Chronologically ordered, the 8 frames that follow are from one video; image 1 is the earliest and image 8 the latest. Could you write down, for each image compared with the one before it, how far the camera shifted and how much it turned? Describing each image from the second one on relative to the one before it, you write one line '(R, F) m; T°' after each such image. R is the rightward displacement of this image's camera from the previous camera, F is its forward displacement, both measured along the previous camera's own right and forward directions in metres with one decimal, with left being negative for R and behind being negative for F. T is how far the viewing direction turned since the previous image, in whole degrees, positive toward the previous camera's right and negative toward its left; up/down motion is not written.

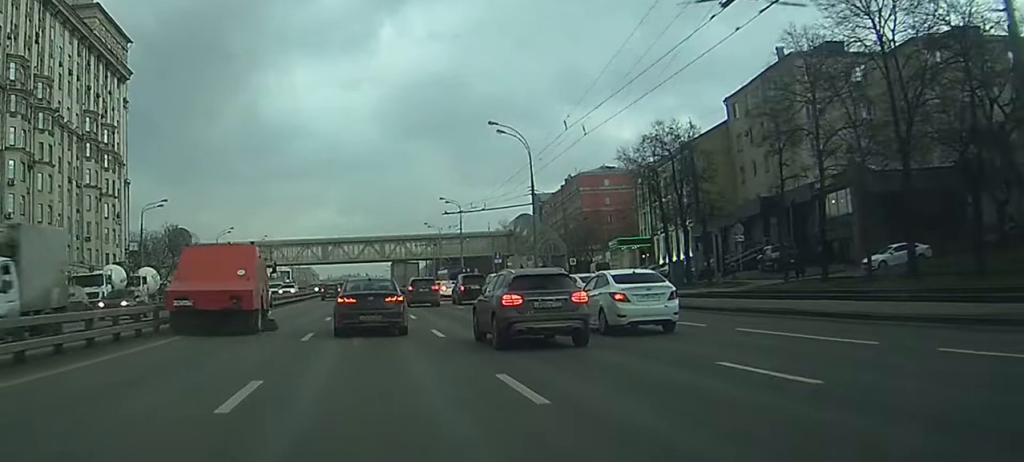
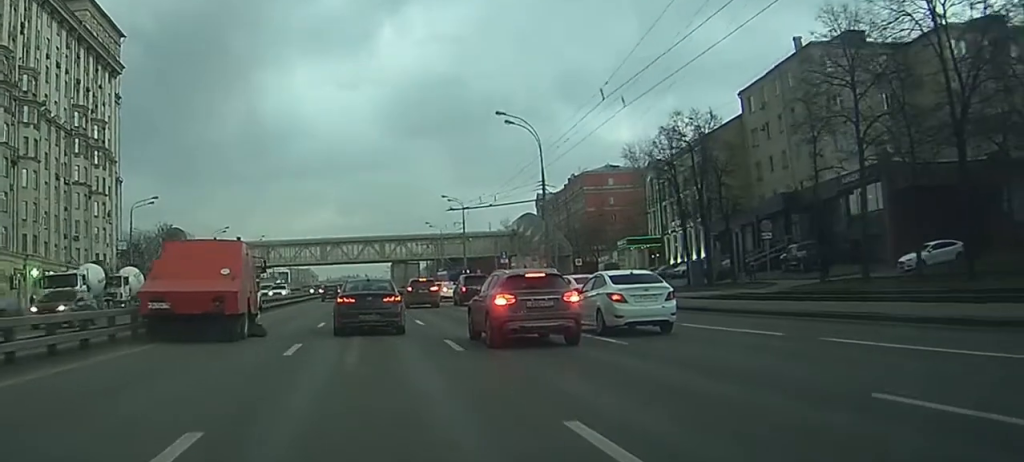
(+0.1, +4.3) m; 0°
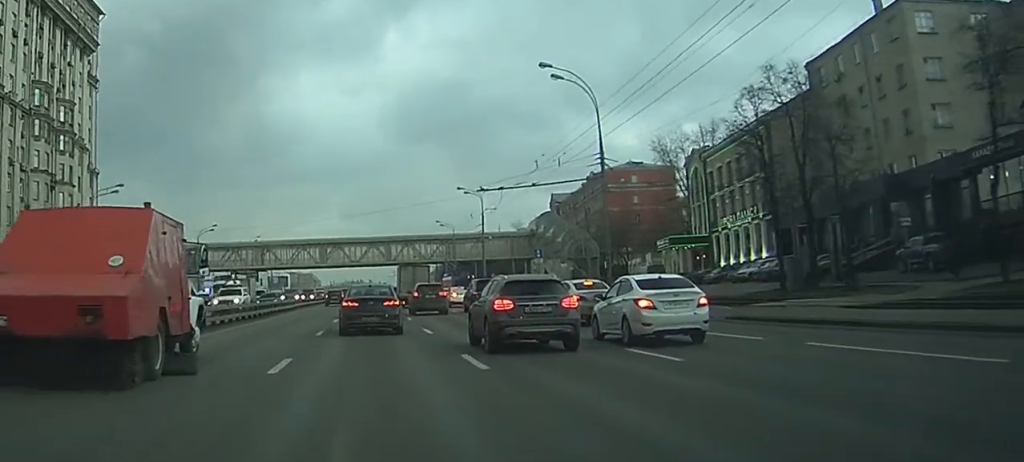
(-0.3, +15.1) m; -2°
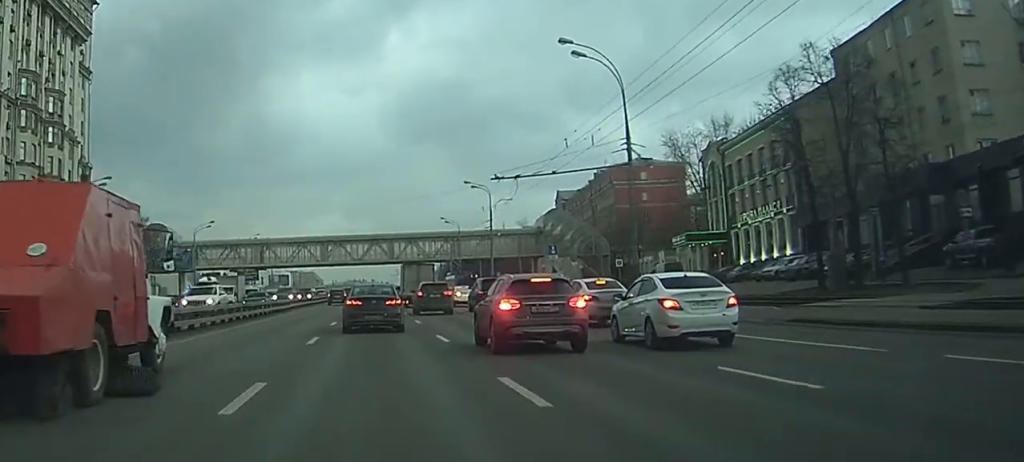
(0.0, +4.5) m; 0°
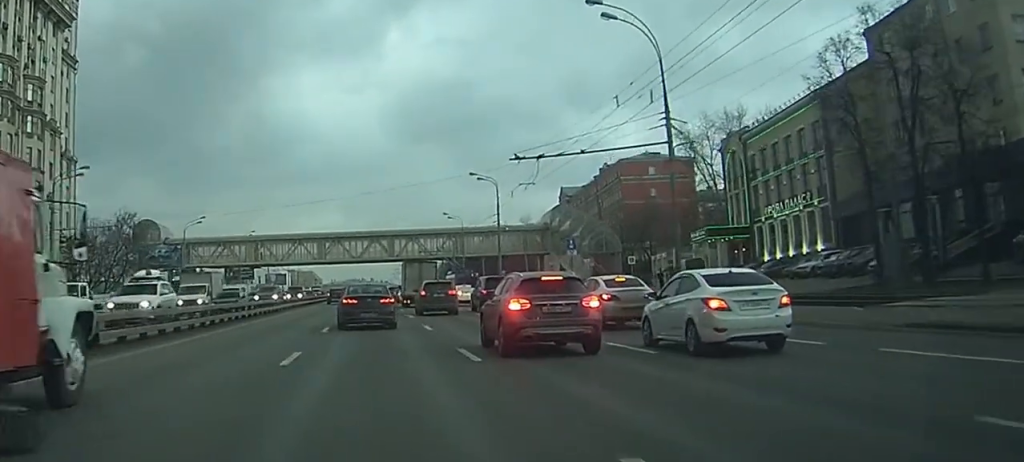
(0.0, +6.0) m; 0°
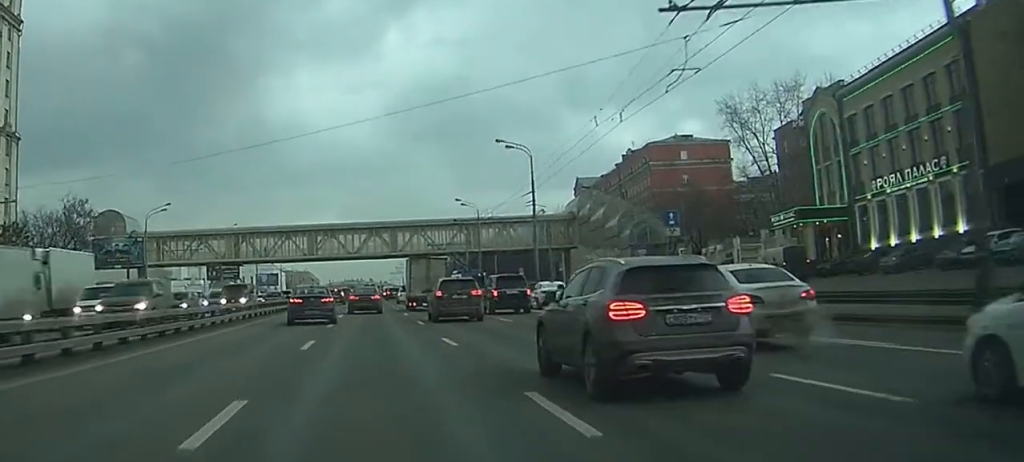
(0.0, +19.3) m; 0°
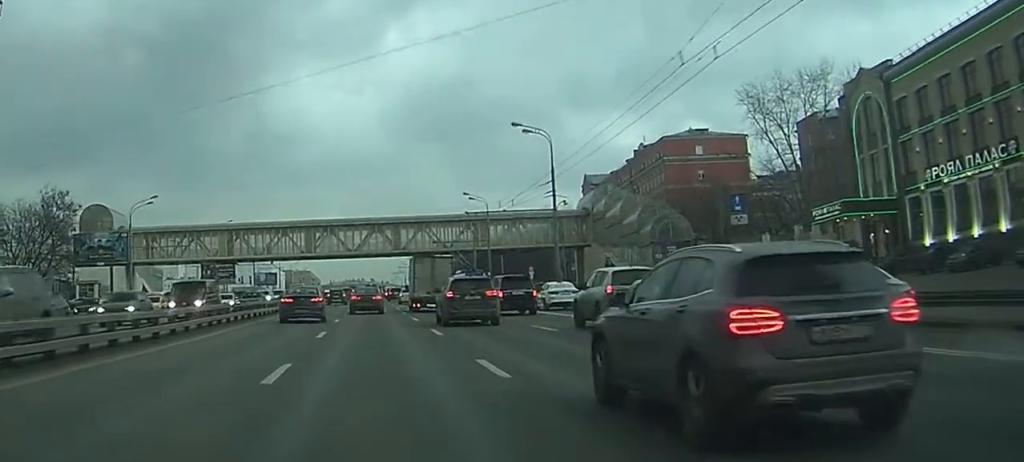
(-0.1, +6.7) m; +1°
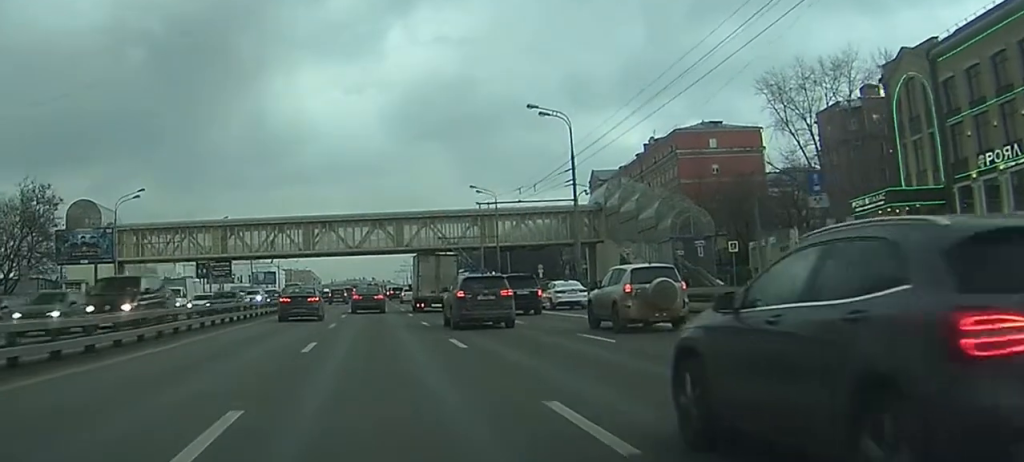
(+0.1, +5.6) m; +1°
